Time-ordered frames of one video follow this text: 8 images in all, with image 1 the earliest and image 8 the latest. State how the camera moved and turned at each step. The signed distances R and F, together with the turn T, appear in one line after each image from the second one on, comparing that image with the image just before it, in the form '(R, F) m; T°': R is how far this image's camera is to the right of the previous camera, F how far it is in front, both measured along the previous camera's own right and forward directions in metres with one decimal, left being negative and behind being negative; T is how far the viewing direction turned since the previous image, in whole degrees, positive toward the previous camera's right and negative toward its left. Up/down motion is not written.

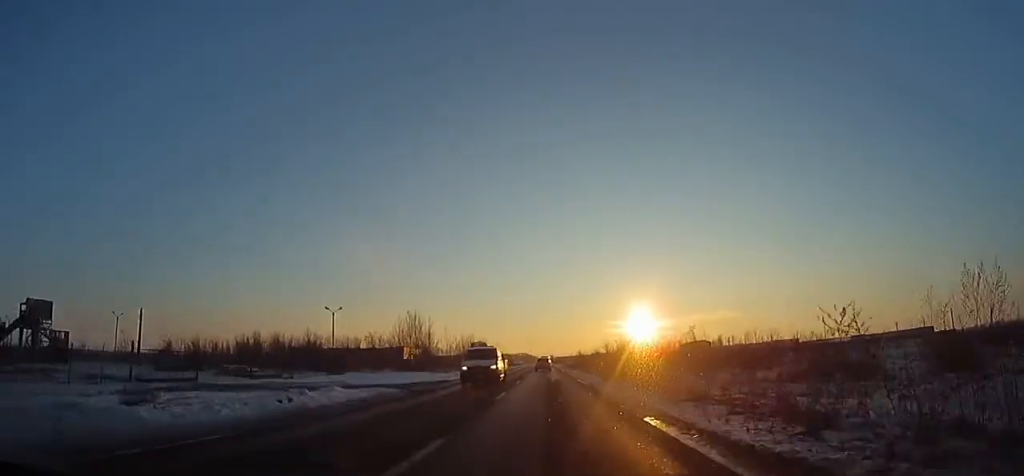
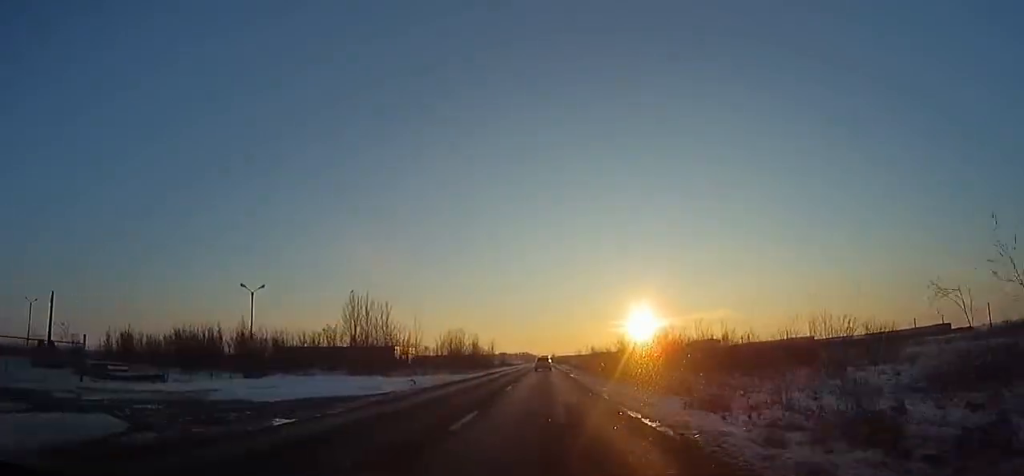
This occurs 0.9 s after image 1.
(0.0, +17.9) m; 0°
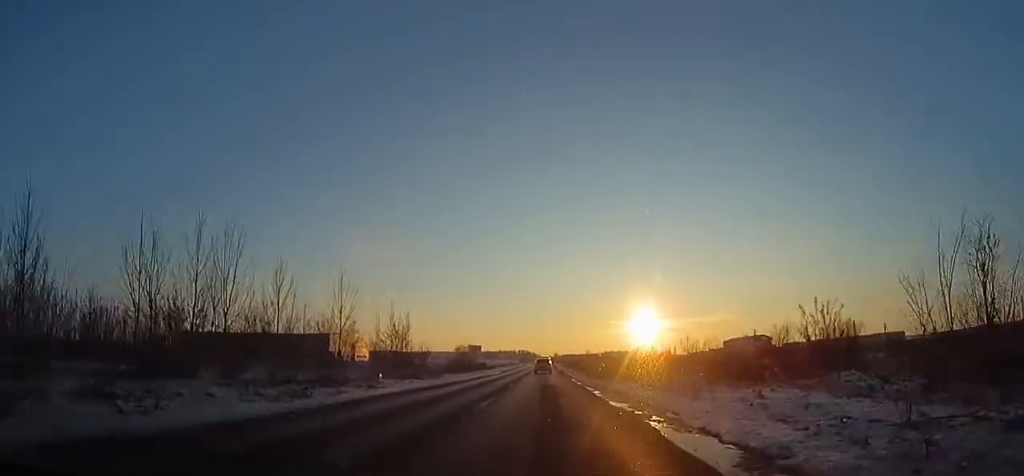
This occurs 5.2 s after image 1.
(-0.4, +83.0) m; -1°
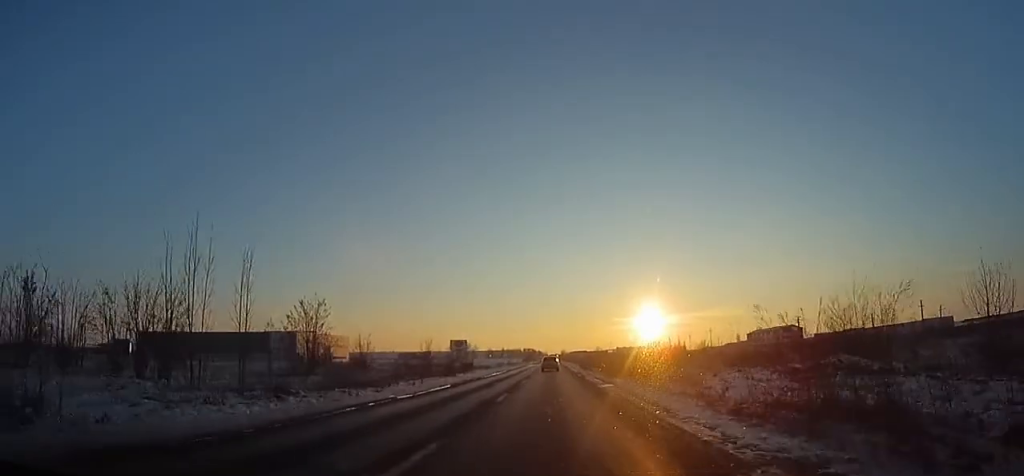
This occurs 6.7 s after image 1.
(+0.1, +29.2) m; 0°
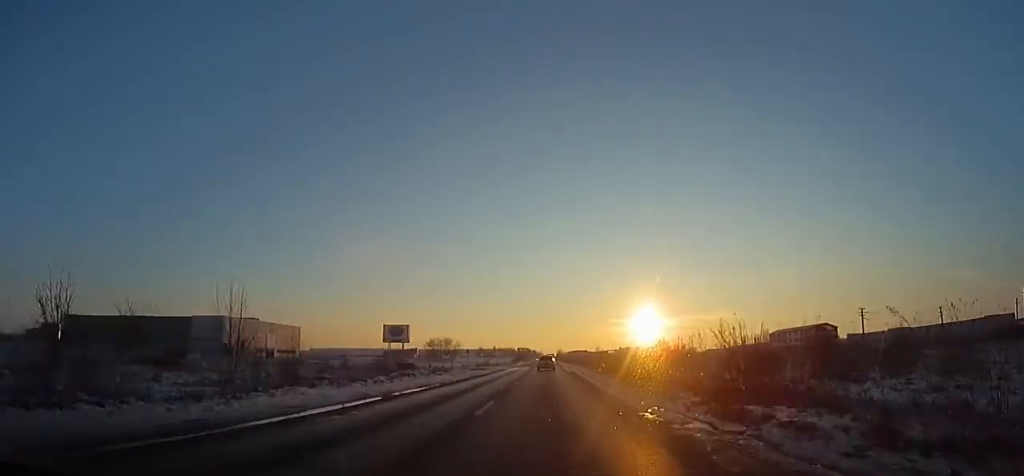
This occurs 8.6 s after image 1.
(-0.2, +35.8) m; 0°
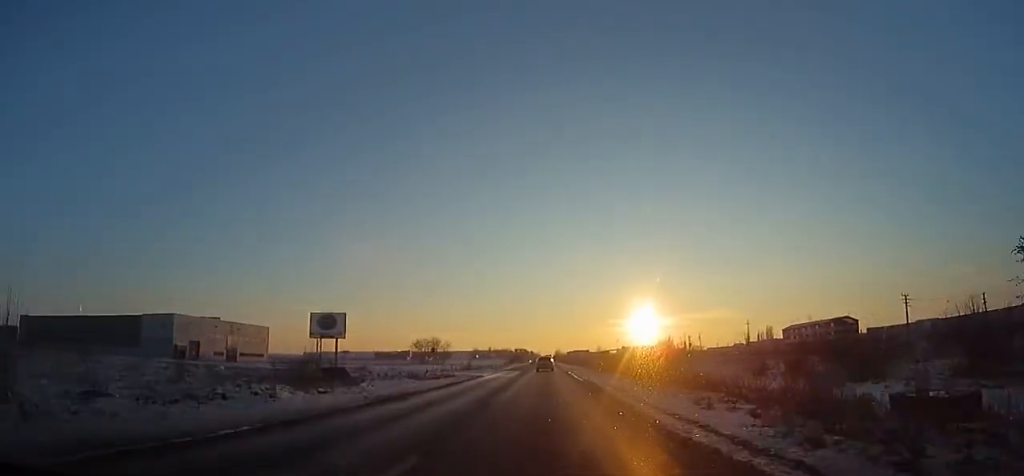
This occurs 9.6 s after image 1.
(0.0, +17.8) m; +1°
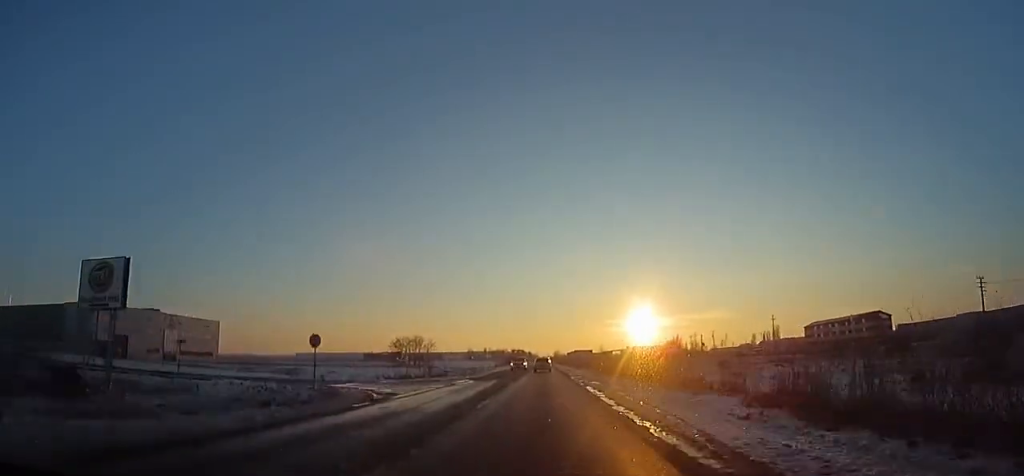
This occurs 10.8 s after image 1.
(0.0, +23.2) m; +1°
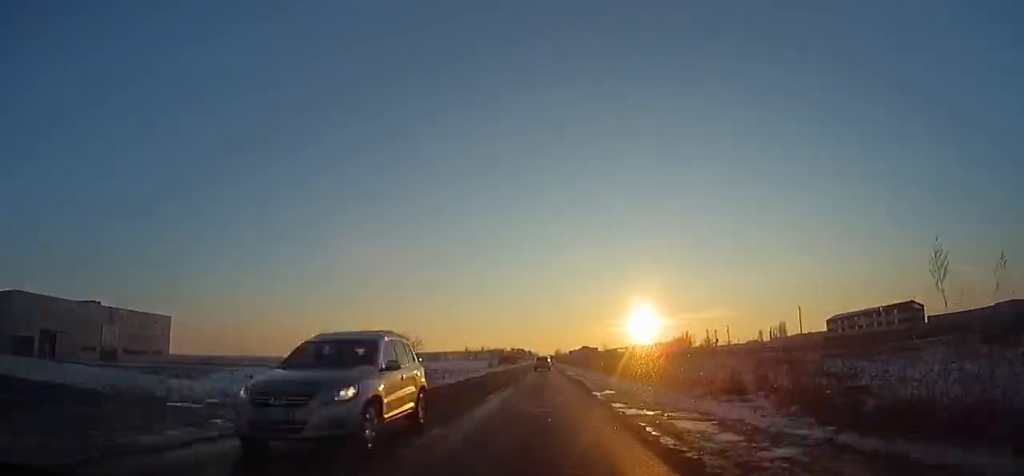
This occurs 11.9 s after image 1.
(+0.5, +18.6) m; 0°
